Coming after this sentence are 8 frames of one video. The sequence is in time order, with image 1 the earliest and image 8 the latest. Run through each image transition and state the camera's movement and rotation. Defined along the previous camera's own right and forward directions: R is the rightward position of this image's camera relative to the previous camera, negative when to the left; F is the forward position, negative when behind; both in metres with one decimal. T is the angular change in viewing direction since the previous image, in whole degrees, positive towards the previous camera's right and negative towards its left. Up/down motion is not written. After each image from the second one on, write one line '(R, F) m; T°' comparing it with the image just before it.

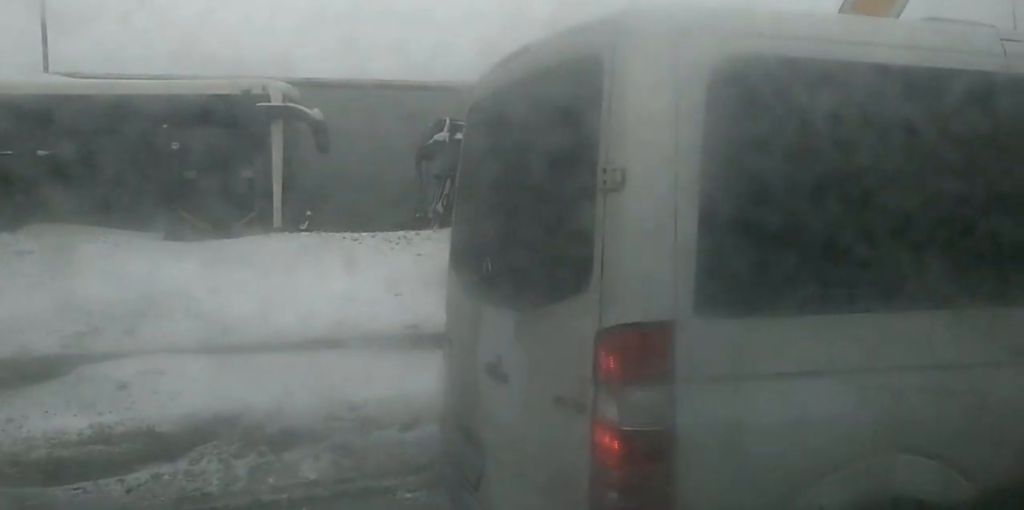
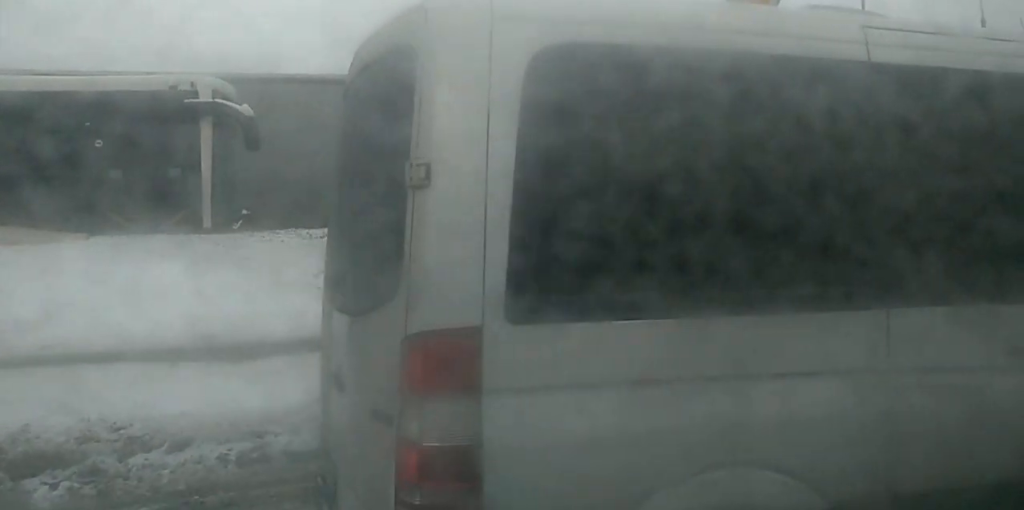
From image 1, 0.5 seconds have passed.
(0.0, +1.1) m; +4°
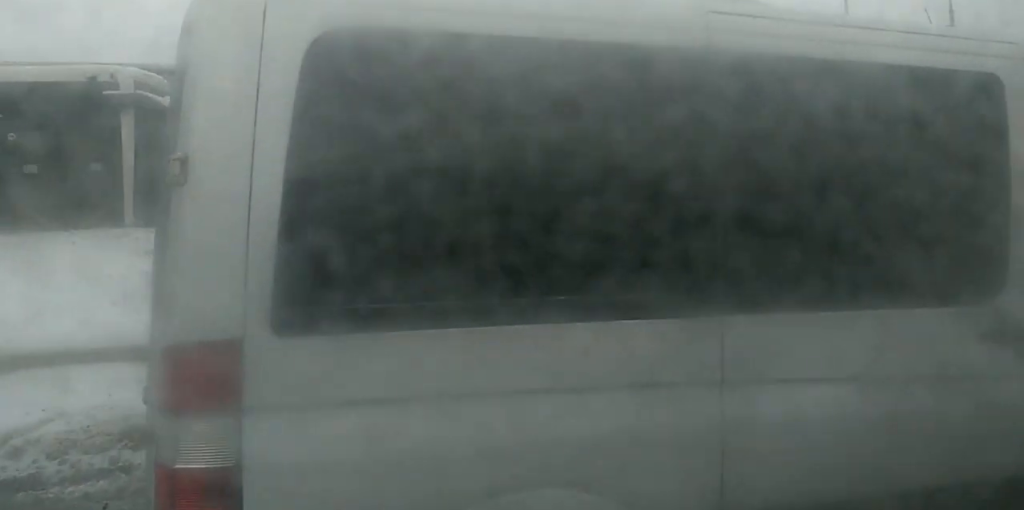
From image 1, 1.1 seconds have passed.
(0.0, +1.2) m; +5°
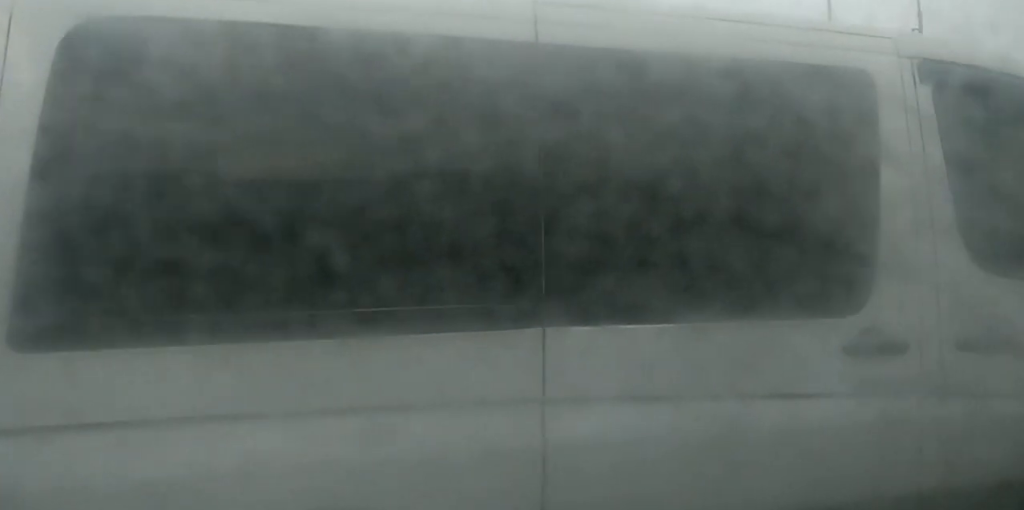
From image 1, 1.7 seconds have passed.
(+0.1, +1.7) m; +3°
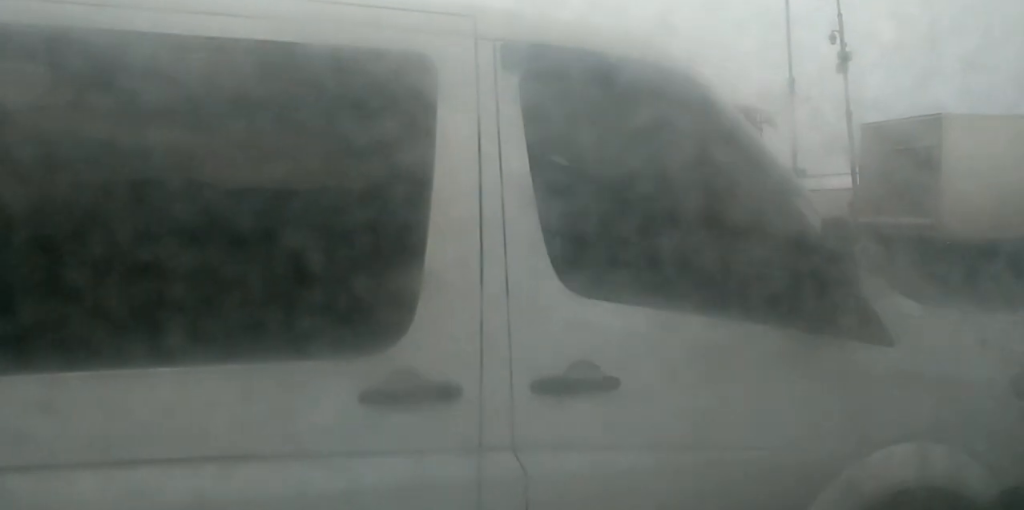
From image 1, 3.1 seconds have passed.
(+0.2, +6.2) m; 0°
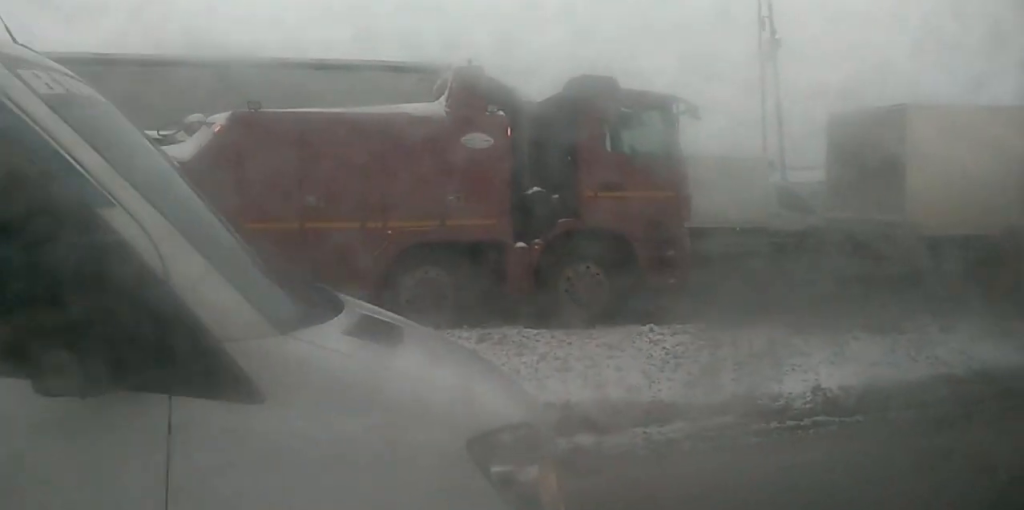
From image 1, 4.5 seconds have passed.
(-0.3, +15.9) m; -1°
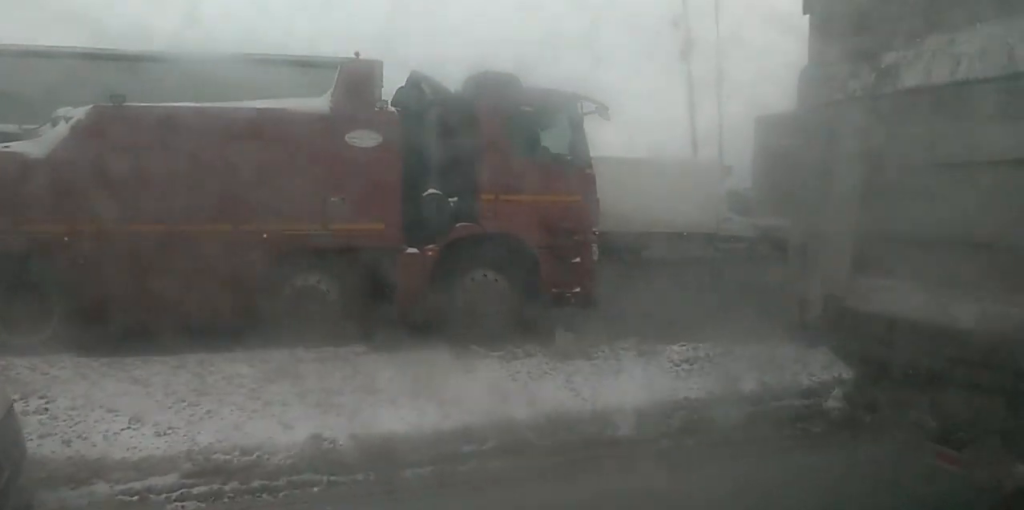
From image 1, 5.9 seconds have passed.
(0.0, +22.7) m; 0°
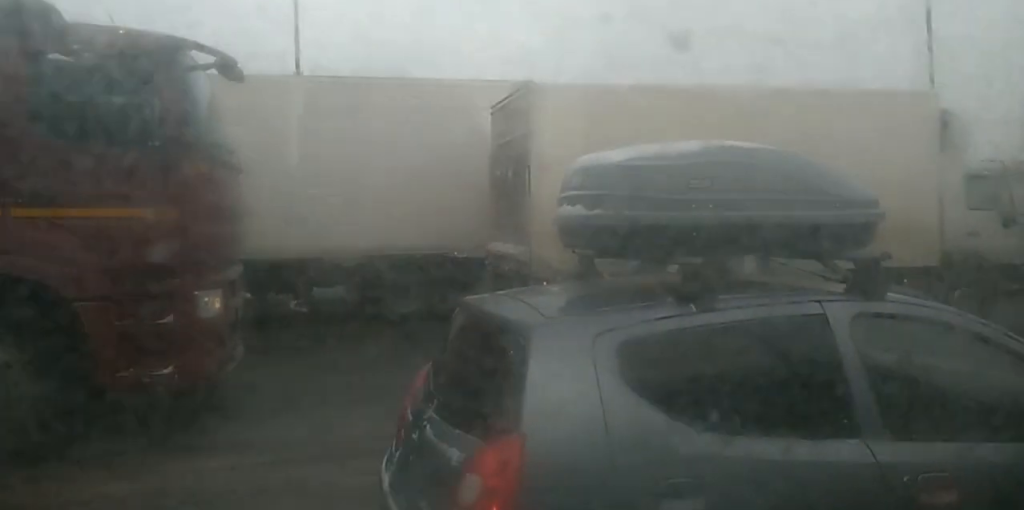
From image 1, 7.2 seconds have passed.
(+0.1, +5.4) m; +2°
